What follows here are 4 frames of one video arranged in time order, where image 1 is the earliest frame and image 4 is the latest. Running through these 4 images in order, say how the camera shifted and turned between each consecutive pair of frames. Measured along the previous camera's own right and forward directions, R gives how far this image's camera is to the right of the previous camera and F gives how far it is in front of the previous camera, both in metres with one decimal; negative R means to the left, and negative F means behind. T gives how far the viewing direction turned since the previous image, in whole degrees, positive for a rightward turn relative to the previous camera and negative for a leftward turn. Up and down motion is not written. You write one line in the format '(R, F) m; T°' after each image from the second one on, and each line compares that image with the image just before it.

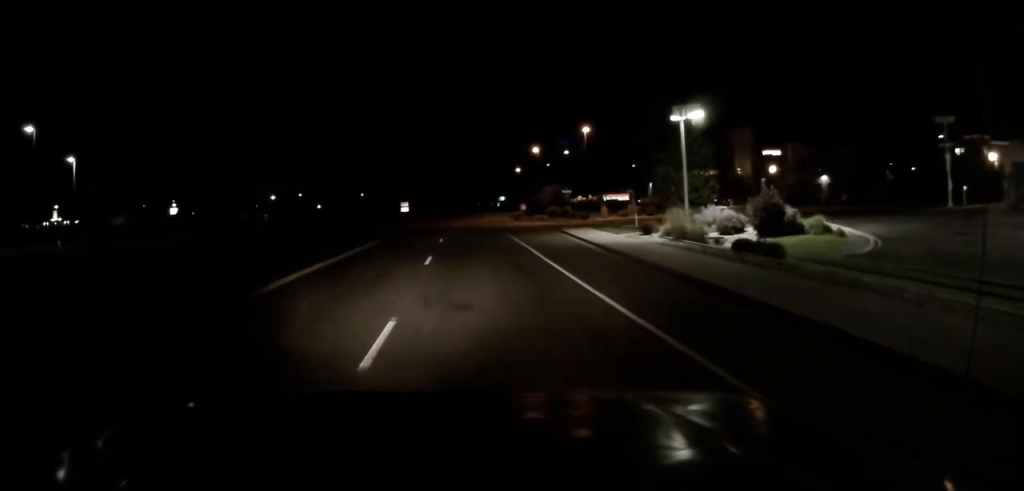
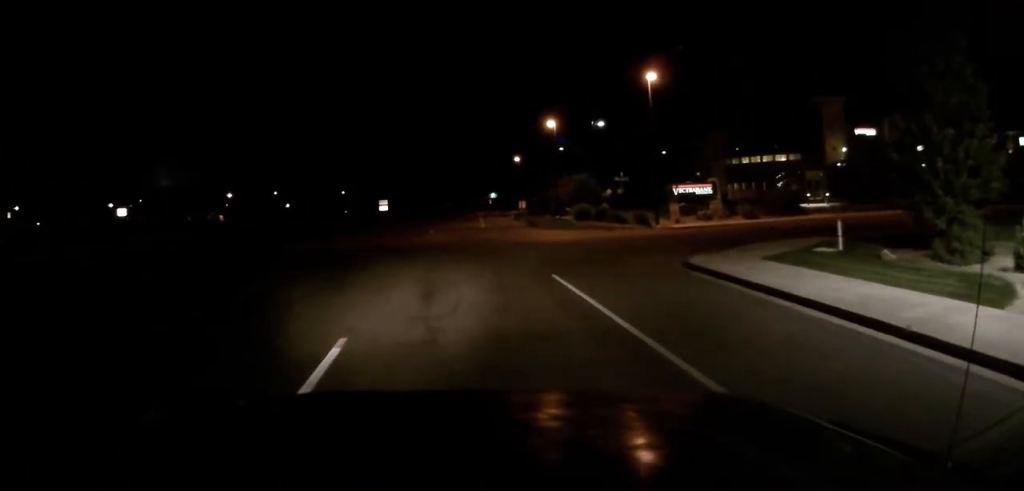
(0.0, +27.7) m; +2°
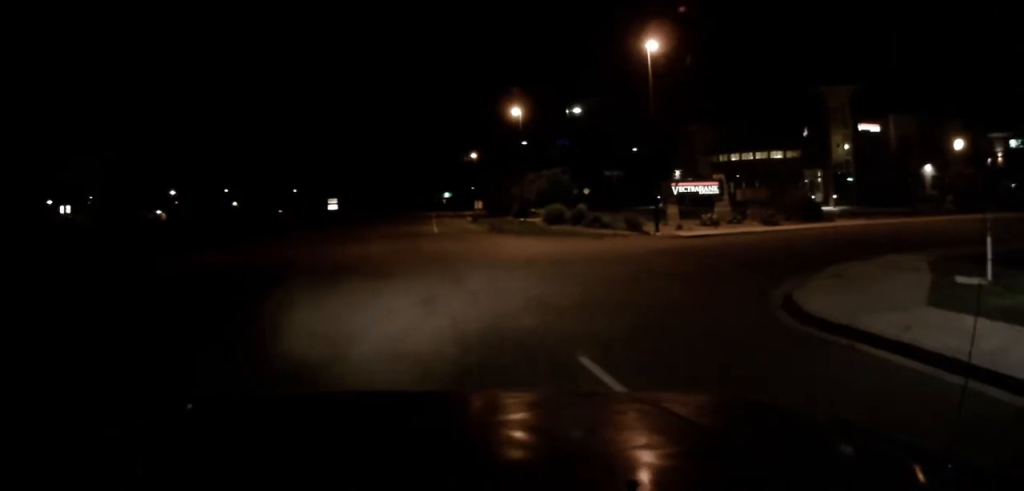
(+0.6, +8.3) m; +11°
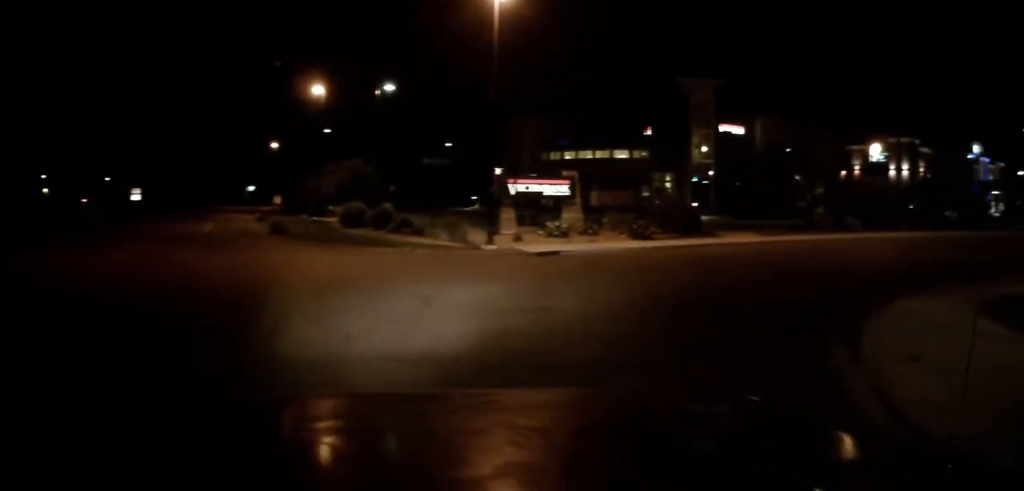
(+1.0, +8.1) m; +7°
